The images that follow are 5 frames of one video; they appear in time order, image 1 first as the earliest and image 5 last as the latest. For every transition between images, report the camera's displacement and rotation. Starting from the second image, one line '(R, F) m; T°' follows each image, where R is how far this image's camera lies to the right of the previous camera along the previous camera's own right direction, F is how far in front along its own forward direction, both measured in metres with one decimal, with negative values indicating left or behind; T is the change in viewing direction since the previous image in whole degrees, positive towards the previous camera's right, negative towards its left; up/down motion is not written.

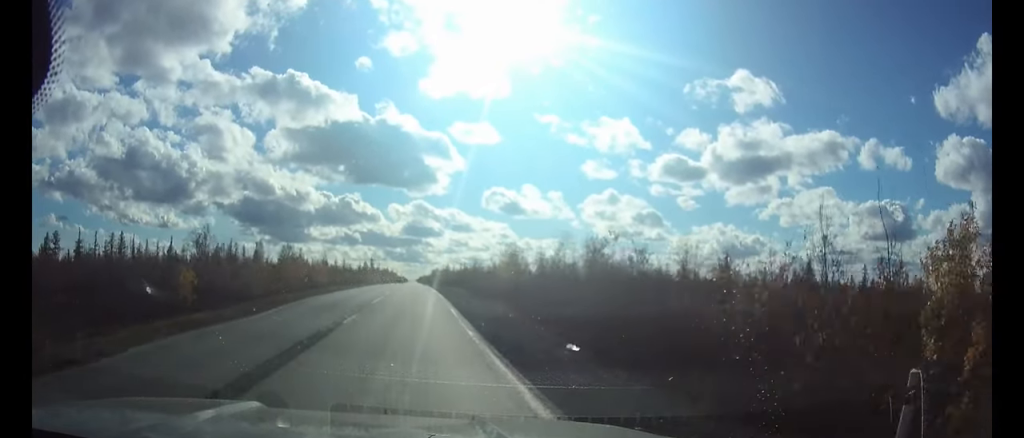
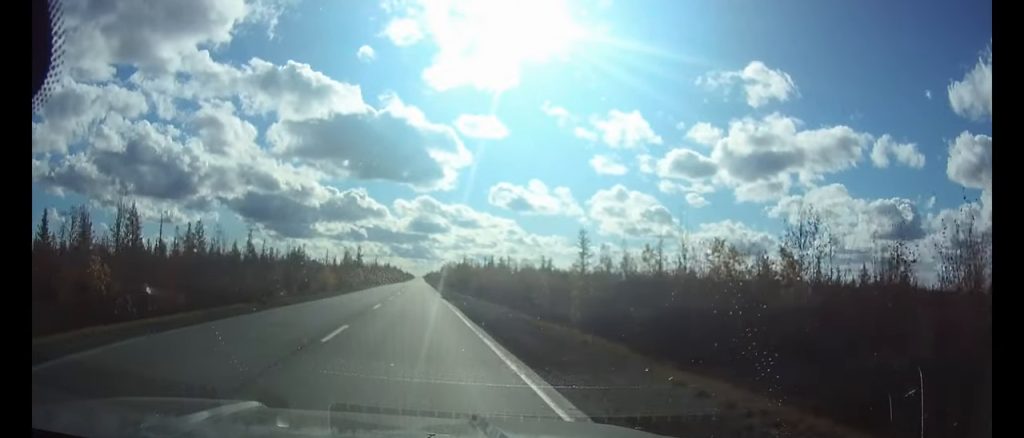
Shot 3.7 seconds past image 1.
(-0.5, +78.3) m; 0°
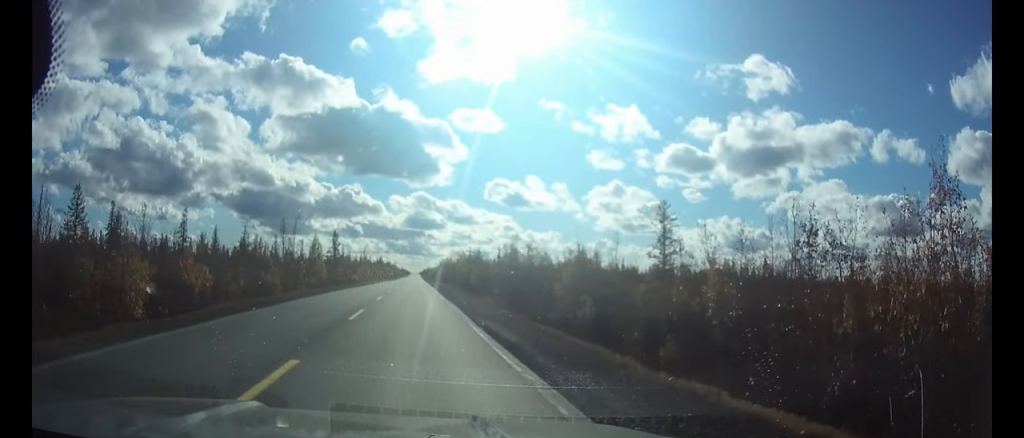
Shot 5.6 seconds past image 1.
(0.0, +46.0) m; 0°
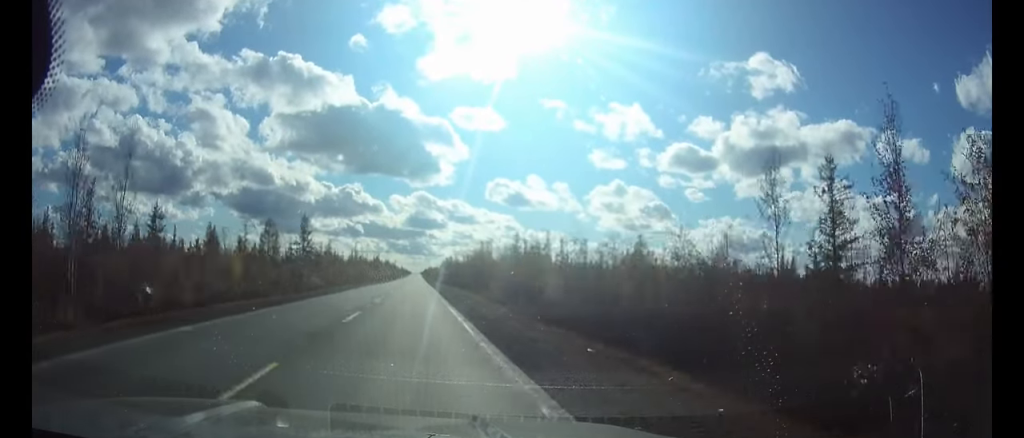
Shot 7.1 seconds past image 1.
(0.0, +39.6) m; 0°
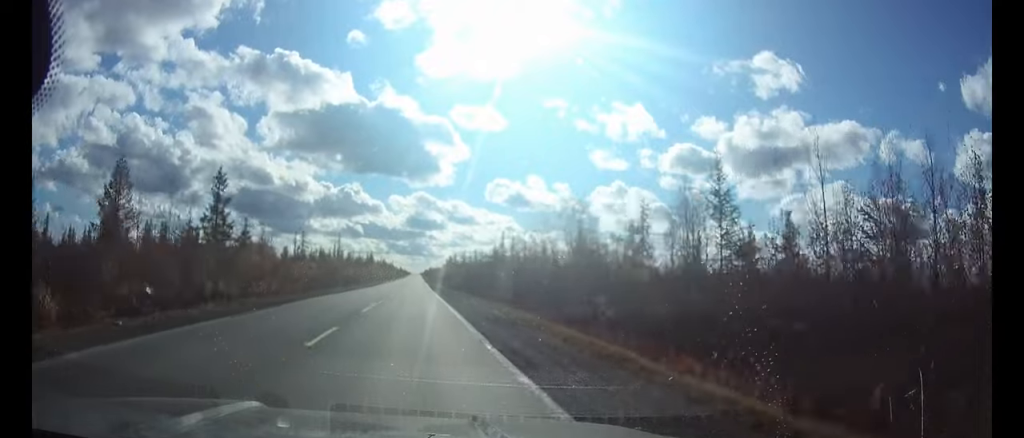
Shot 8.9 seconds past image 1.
(0.0, +44.1) m; 0°
